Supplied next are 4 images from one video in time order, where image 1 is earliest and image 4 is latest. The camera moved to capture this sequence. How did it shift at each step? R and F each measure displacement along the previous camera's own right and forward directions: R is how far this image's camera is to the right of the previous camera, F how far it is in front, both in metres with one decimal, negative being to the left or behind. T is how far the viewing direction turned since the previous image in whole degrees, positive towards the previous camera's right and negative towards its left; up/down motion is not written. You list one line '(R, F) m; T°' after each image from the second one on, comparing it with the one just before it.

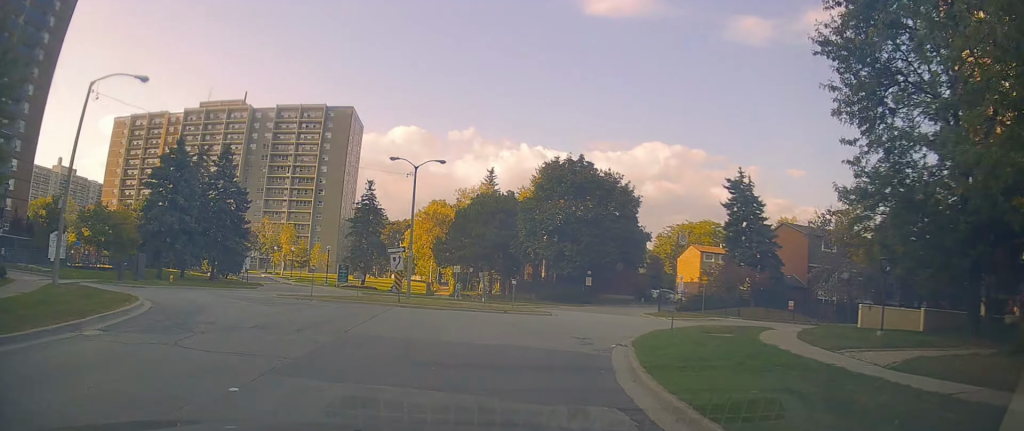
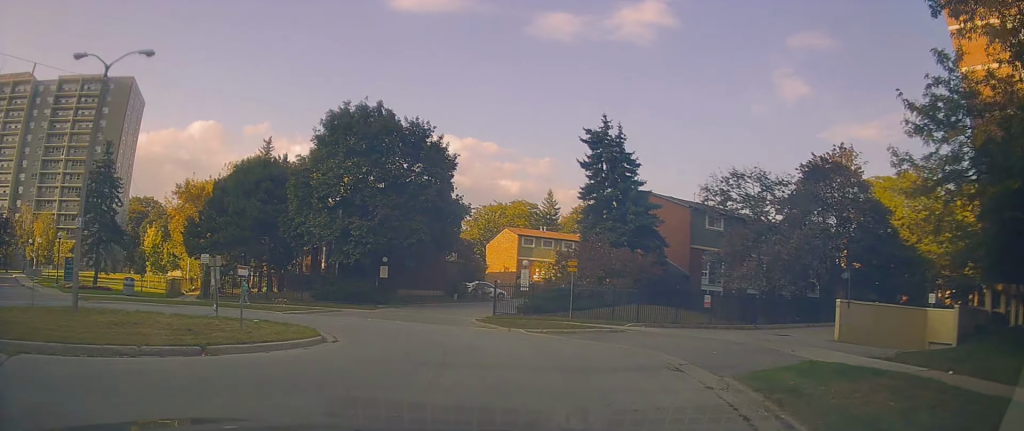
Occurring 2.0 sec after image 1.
(+0.9, +16.1) m; +15°
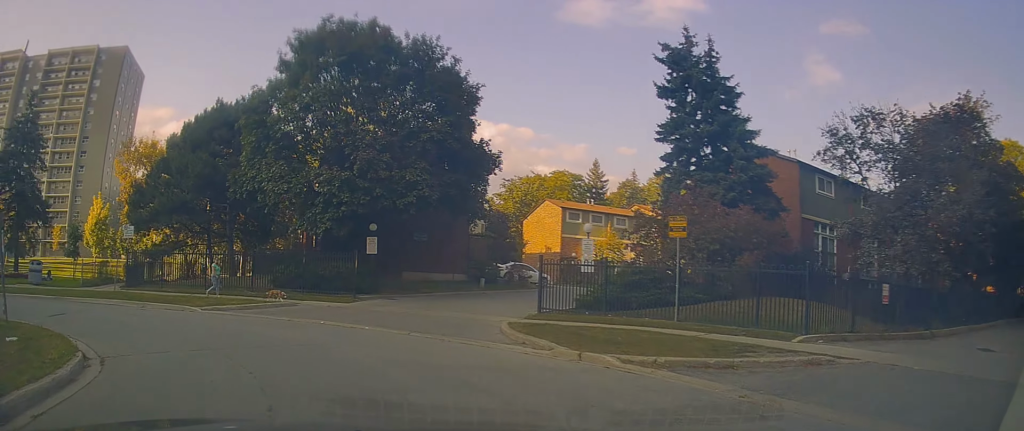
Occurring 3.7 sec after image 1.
(+1.2, +12.2) m; -2°
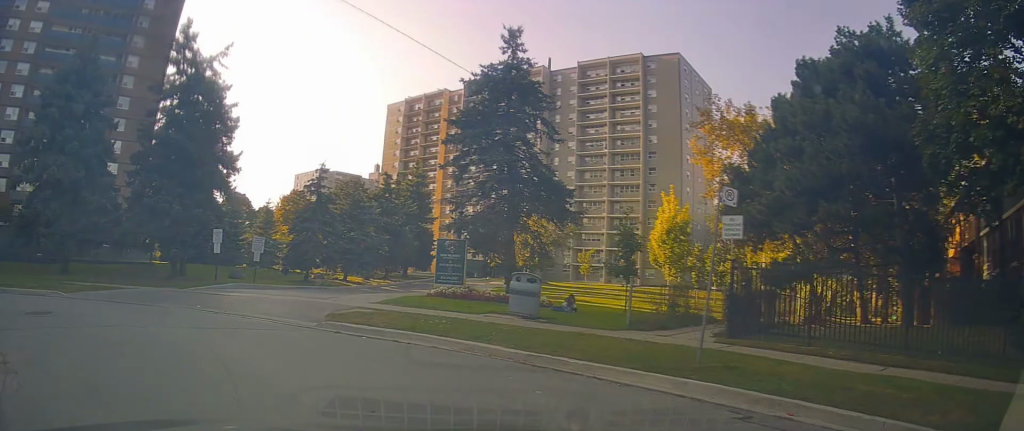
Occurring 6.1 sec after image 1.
(-6.0, +13.3) m; -58°
